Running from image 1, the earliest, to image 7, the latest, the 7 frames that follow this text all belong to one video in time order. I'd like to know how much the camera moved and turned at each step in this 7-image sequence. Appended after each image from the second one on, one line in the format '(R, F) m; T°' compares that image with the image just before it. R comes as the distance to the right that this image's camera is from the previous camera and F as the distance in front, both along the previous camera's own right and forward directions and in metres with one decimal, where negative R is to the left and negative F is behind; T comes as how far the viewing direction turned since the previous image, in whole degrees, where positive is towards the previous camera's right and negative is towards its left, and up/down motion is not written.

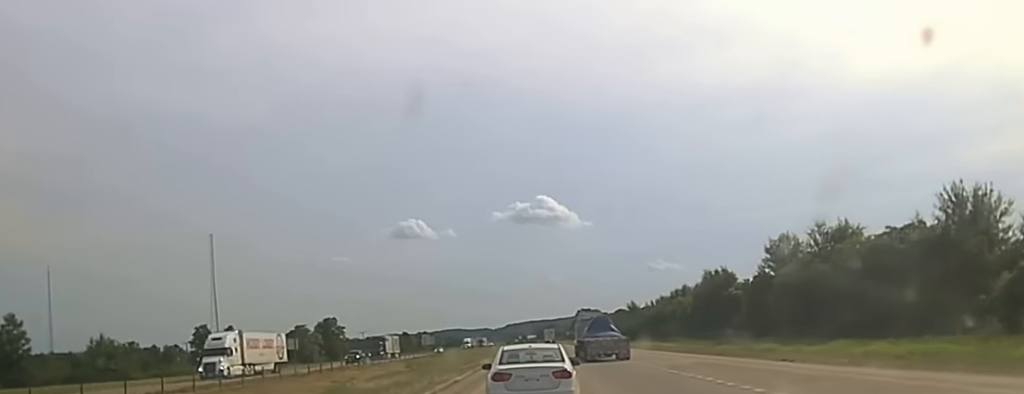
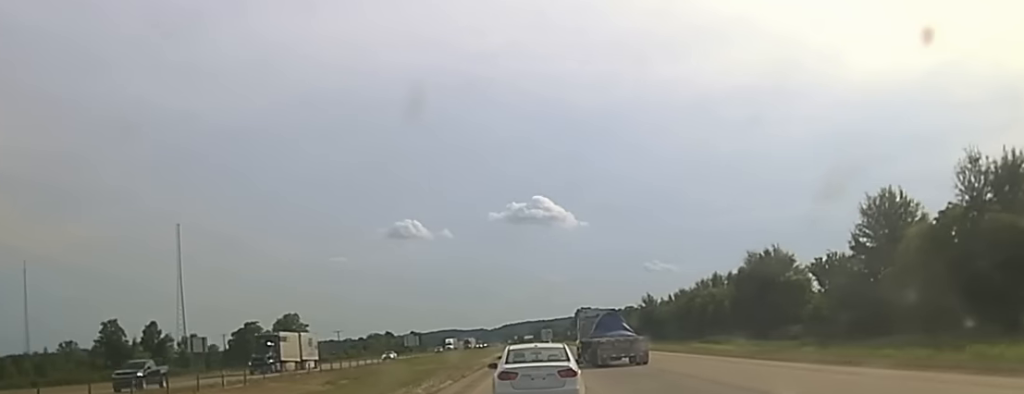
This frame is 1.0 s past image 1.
(+0.1, +40.4) m; 0°
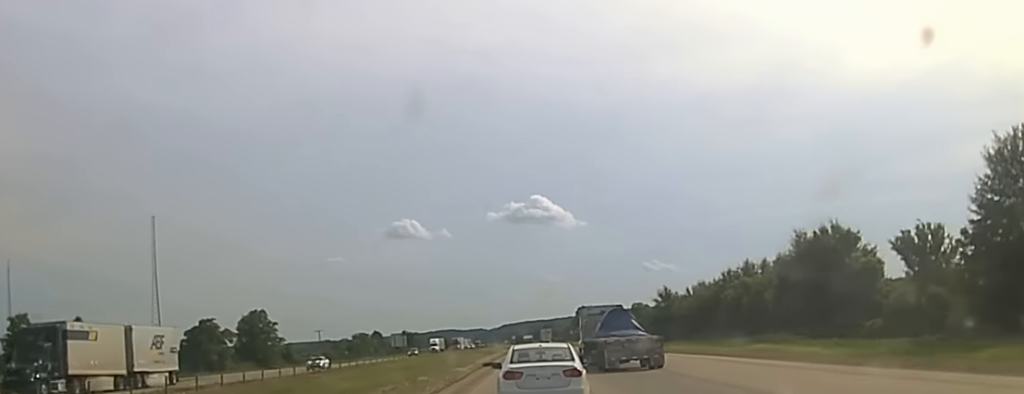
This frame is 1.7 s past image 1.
(-0.1, +27.3) m; 0°
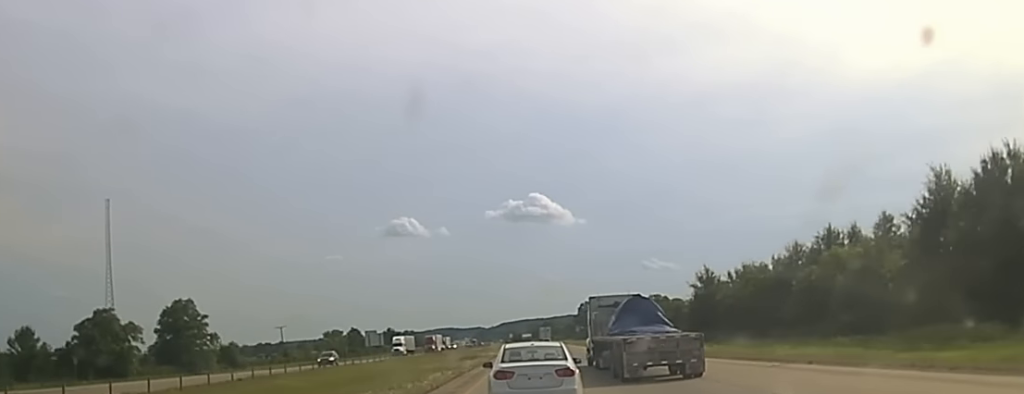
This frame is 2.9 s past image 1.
(+0.2, +44.1) m; 0°
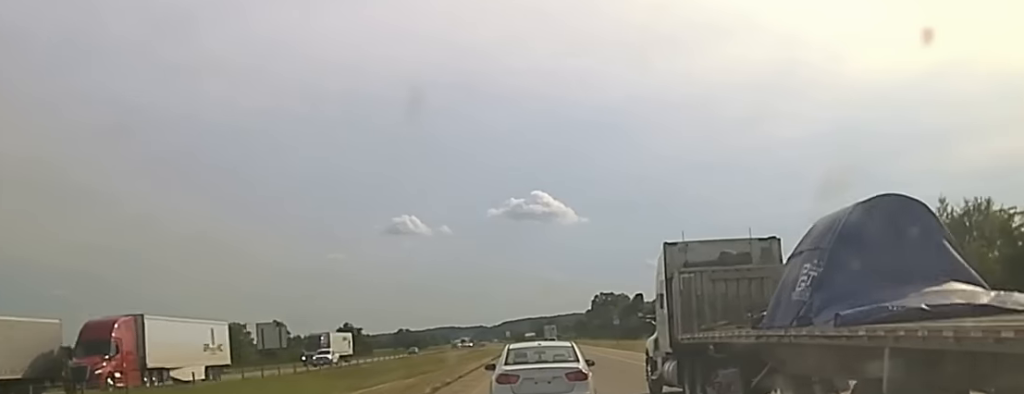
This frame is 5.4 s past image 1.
(-0.4, +99.2) m; 0°
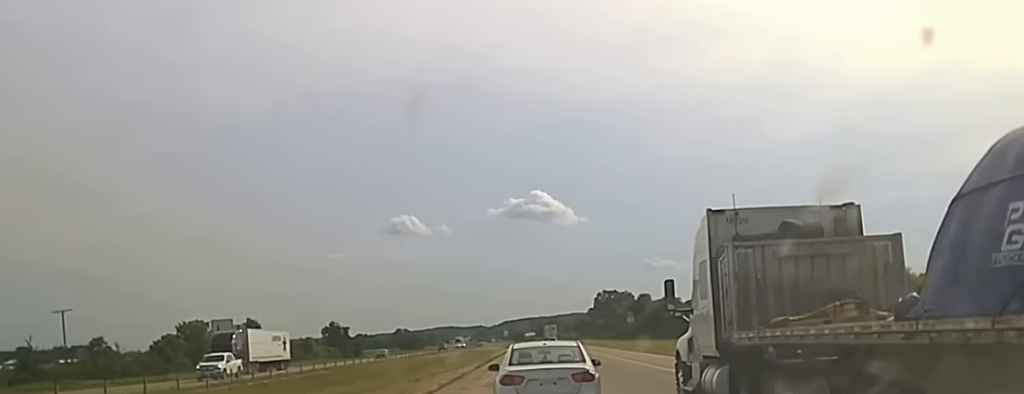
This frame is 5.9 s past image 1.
(0.0, +20.5) m; 0°
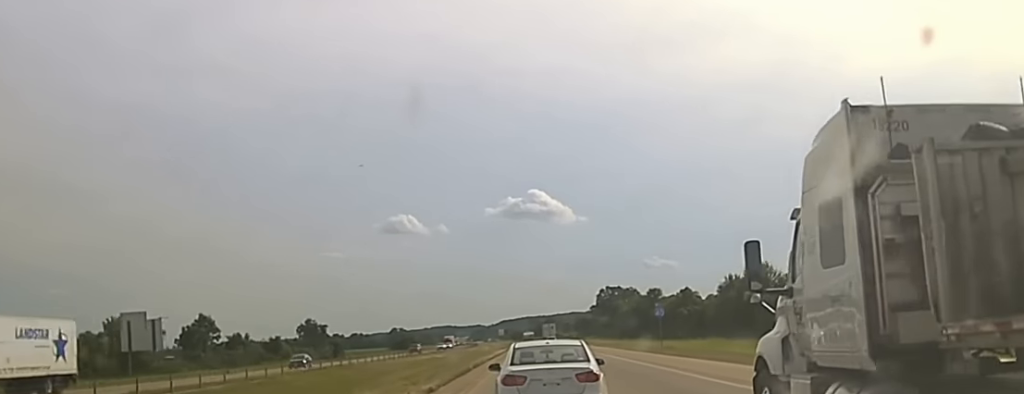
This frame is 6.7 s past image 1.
(-0.2, +28.0) m; 0°
